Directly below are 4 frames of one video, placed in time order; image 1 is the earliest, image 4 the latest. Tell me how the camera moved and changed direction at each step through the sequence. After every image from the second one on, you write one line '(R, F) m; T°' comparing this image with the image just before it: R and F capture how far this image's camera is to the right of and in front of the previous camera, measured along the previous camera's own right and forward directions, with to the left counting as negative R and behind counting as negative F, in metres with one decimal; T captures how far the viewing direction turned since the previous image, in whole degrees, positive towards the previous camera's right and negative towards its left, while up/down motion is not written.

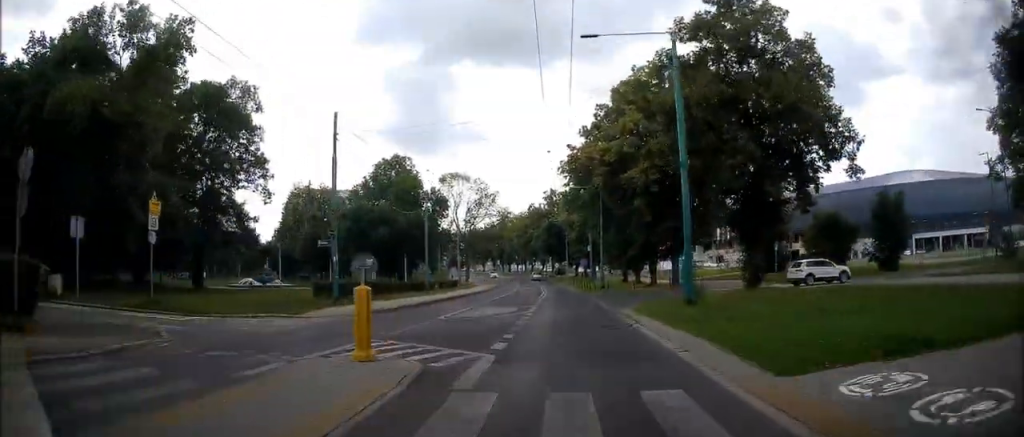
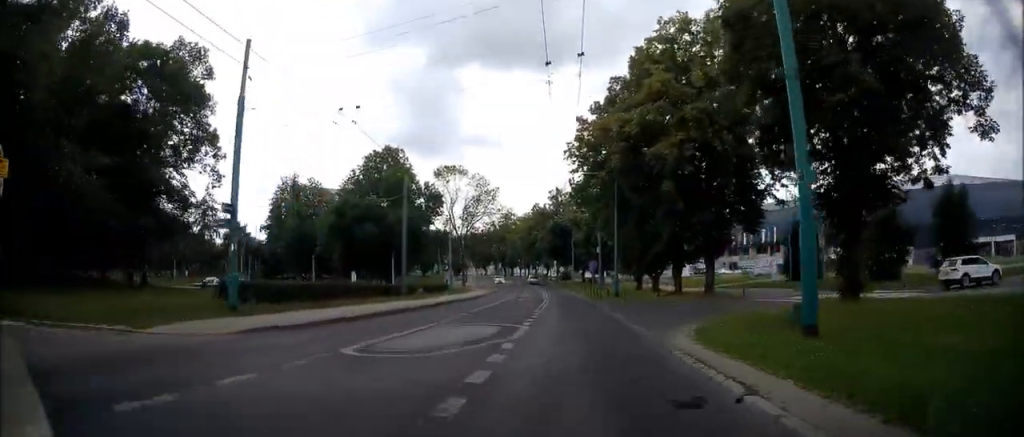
(-0.1, +7.6) m; -1°
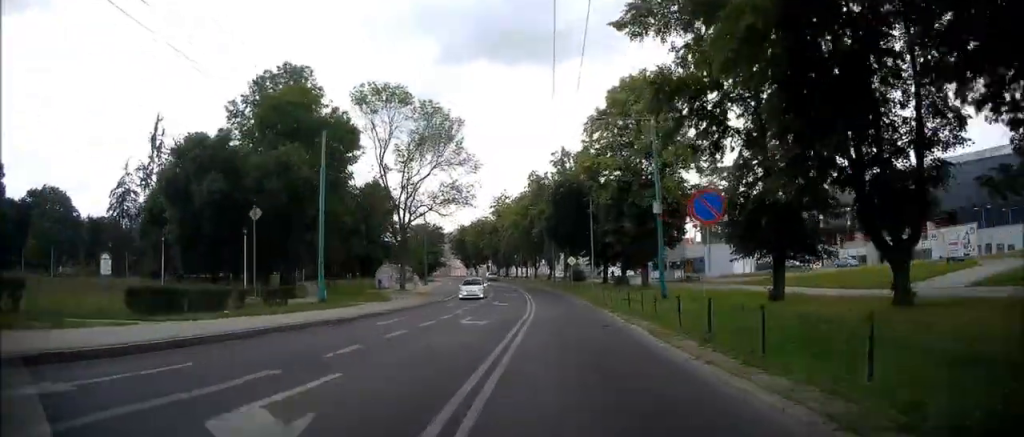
(-0.1, +30.1) m; 0°
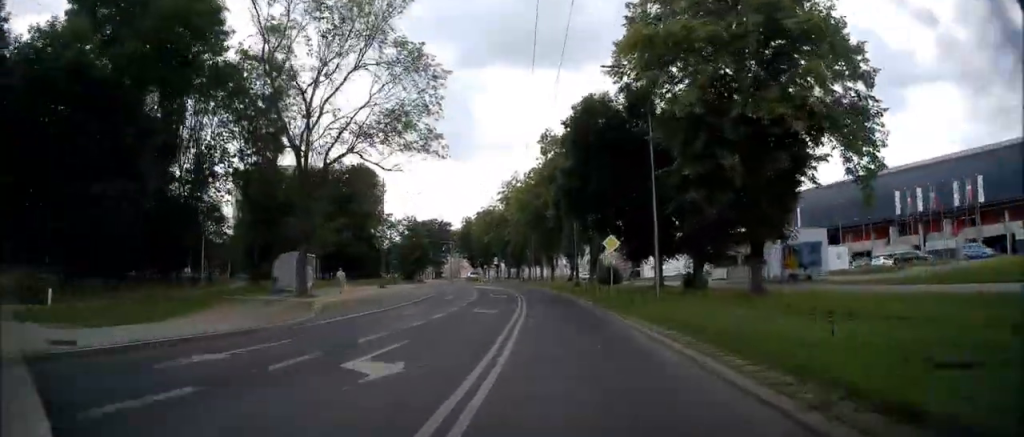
(-0.3, +24.5) m; -1°
